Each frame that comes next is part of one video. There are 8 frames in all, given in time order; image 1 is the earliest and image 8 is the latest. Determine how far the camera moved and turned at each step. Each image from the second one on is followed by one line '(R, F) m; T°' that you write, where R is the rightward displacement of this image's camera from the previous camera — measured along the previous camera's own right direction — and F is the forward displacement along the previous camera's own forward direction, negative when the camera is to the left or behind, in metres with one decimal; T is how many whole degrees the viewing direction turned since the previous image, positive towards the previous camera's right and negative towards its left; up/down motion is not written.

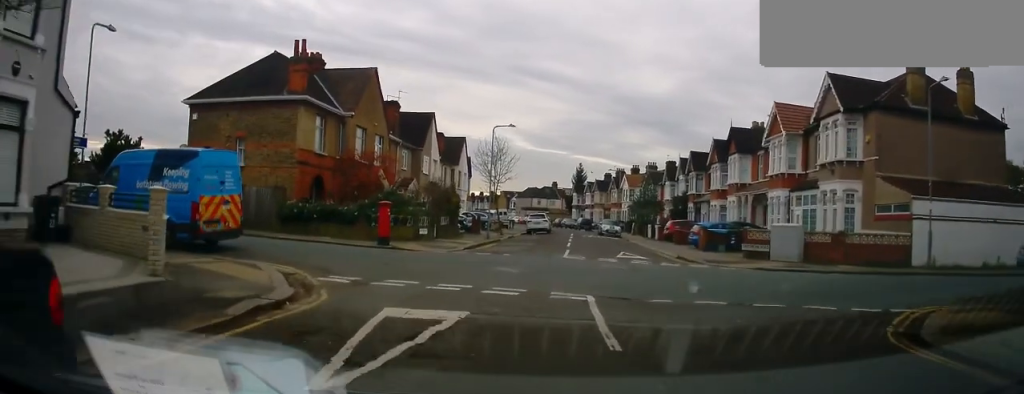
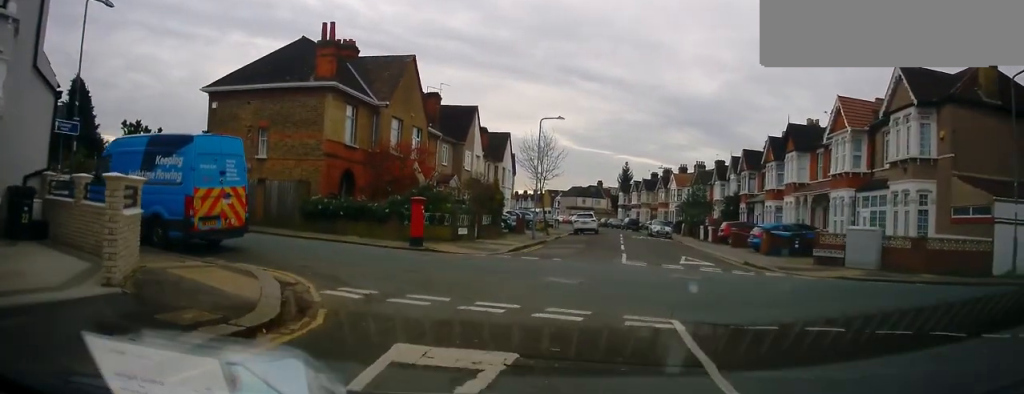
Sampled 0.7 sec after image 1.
(-0.1, +2.5) m; -1°
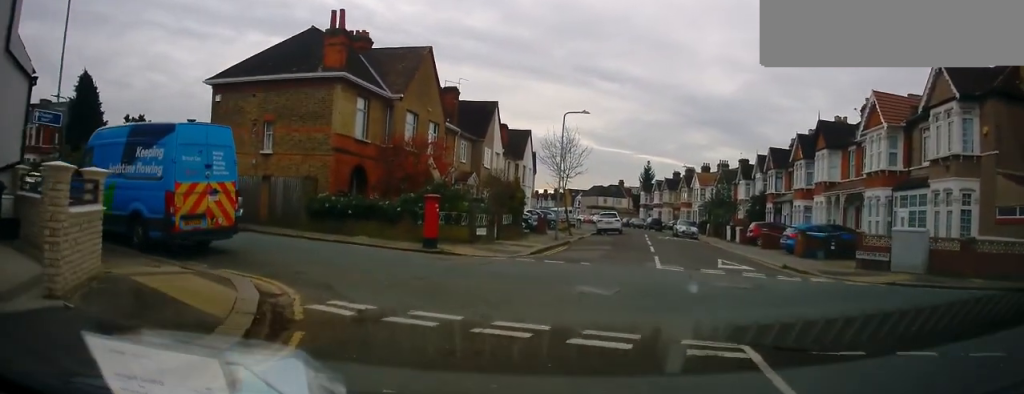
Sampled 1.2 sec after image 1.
(0.0, +1.7) m; 0°
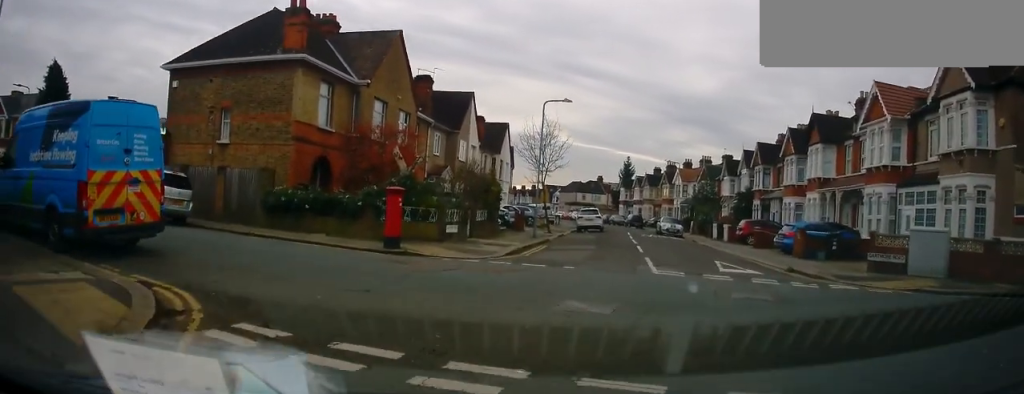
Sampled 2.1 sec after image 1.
(0.0, +2.3) m; 0°
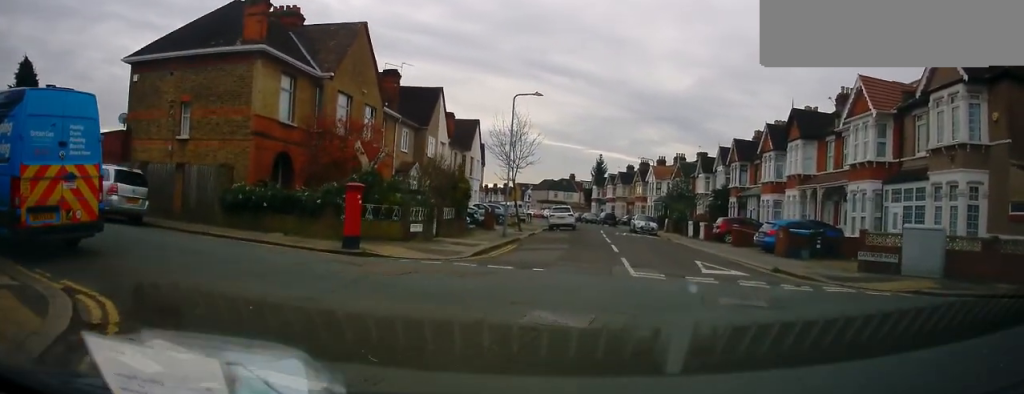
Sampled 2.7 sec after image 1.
(0.0, +1.2) m; 0°
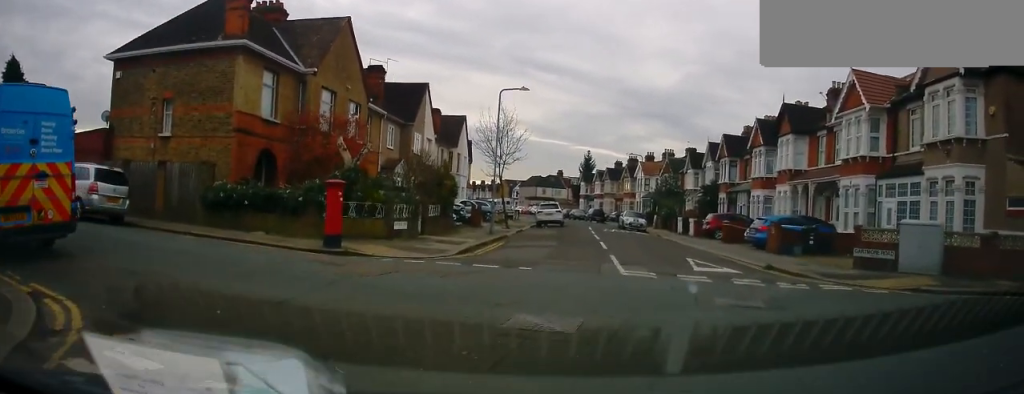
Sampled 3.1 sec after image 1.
(0.0, +0.7) m; 0°
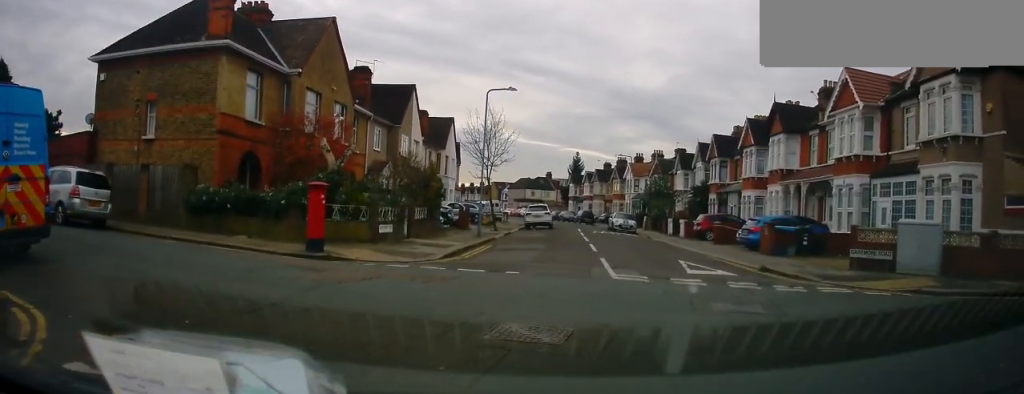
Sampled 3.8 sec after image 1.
(0.0, +0.8) m; 0°
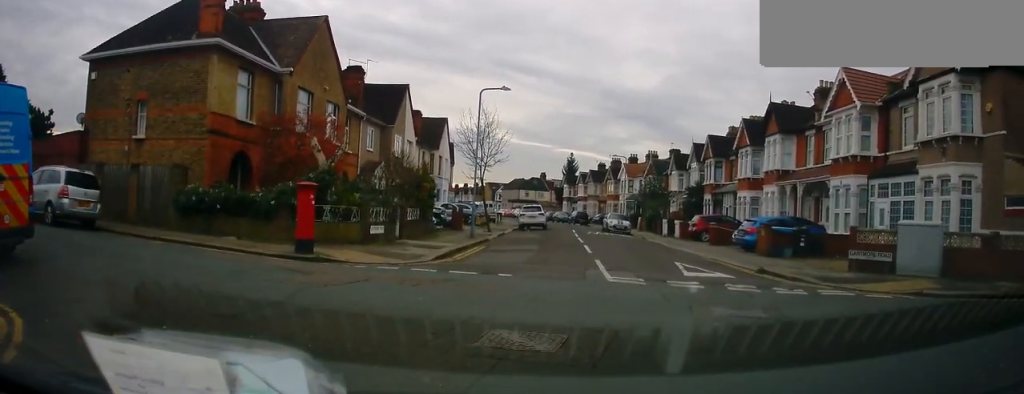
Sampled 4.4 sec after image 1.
(0.0, +0.5) m; 0°
